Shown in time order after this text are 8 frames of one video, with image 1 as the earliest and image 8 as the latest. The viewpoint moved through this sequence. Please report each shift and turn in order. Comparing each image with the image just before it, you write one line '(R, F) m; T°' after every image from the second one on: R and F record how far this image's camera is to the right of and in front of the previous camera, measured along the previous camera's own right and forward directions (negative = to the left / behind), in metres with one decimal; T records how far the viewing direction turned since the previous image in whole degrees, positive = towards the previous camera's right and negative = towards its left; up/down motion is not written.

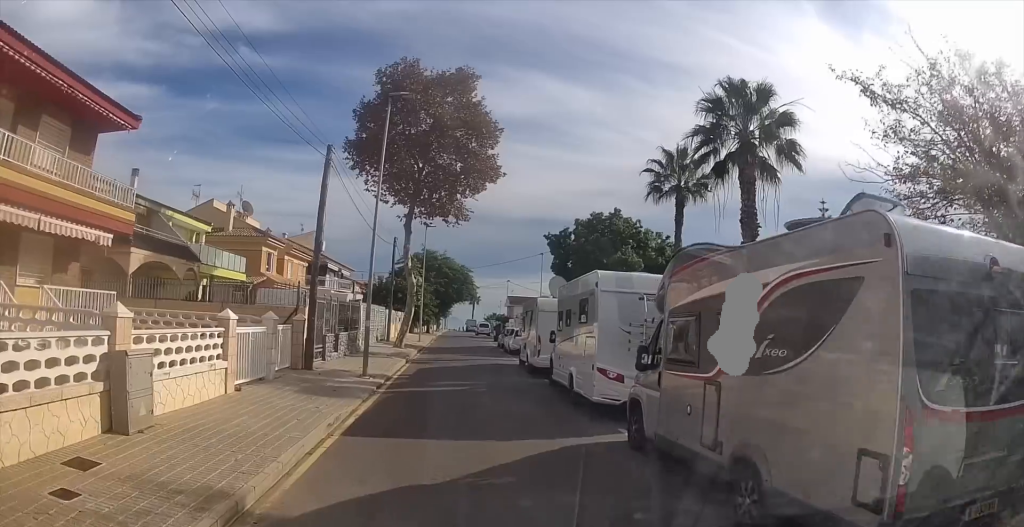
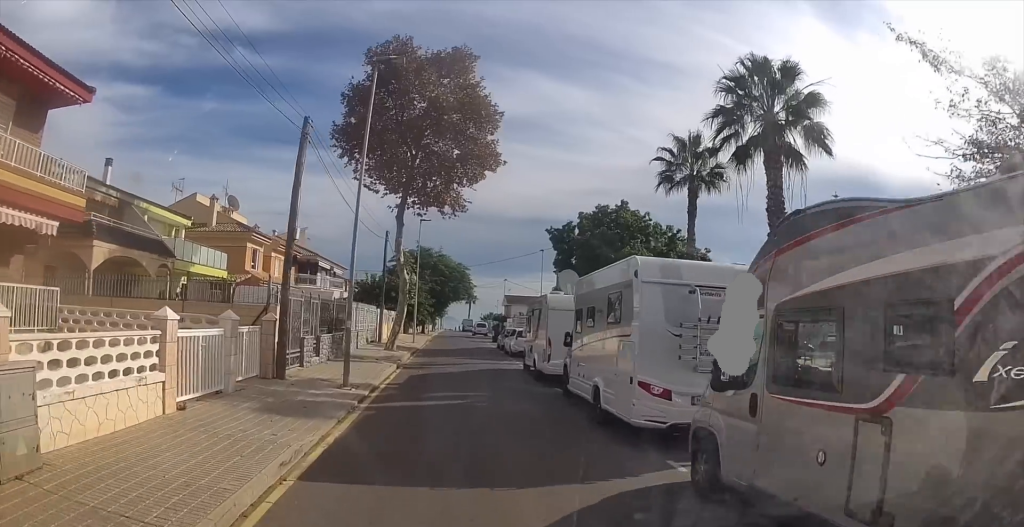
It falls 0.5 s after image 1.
(-0.1, +2.8) m; 0°
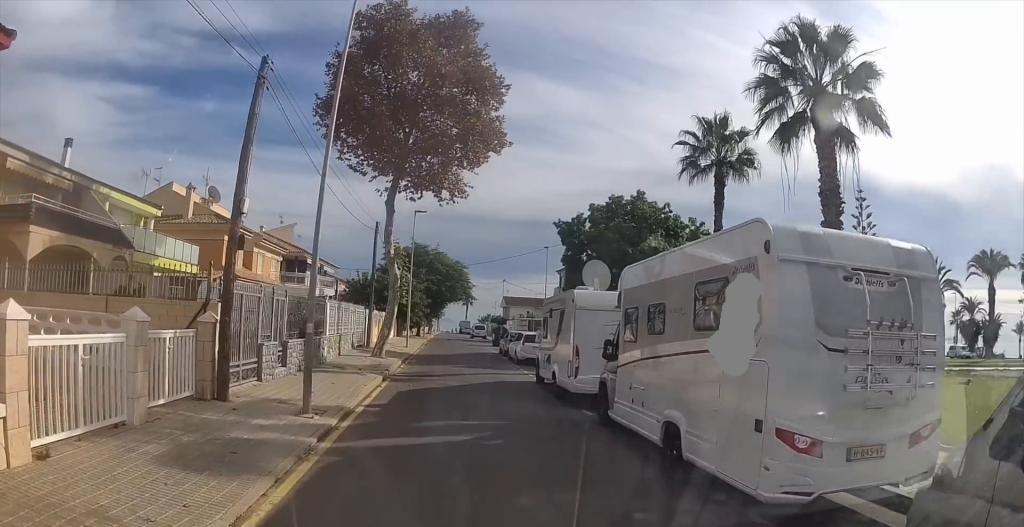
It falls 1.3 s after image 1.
(+0.1, +3.9) m; +1°
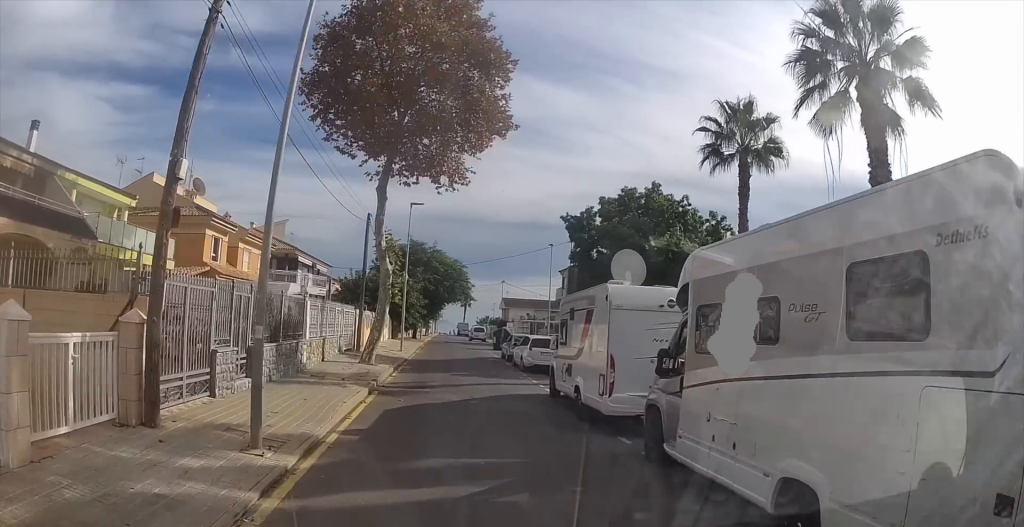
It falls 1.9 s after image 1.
(0.0, +2.9) m; 0°
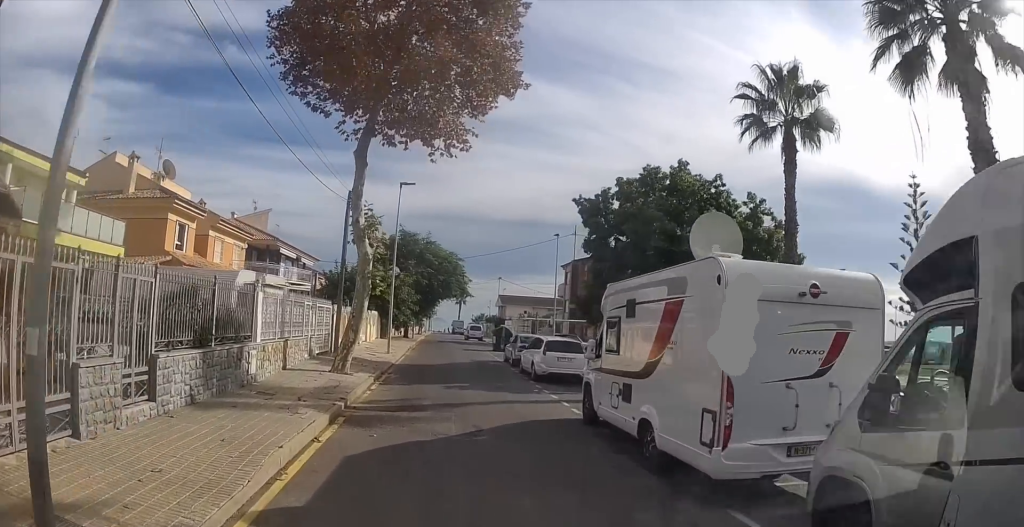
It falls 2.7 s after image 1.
(0.0, +4.4) m; 0°
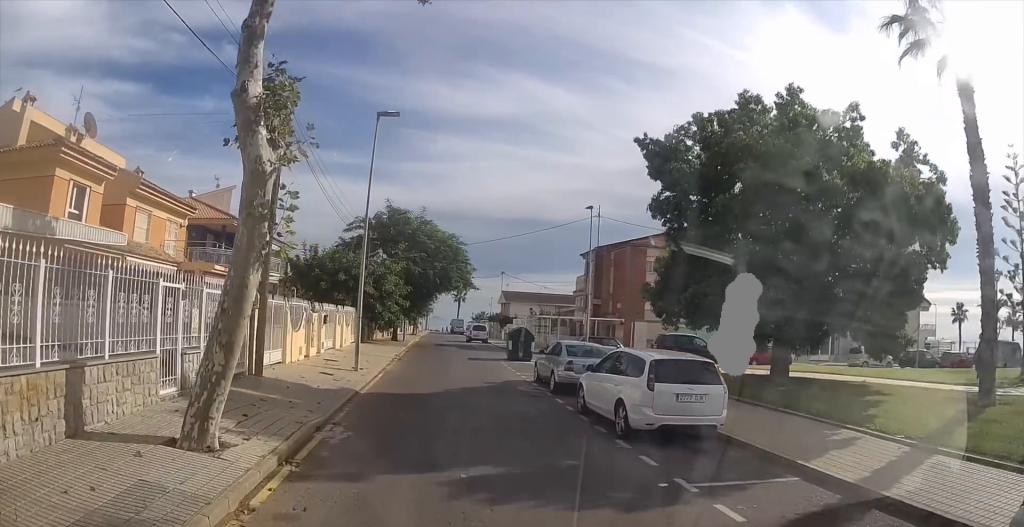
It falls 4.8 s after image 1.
(0.0, +10.1) m; 0°
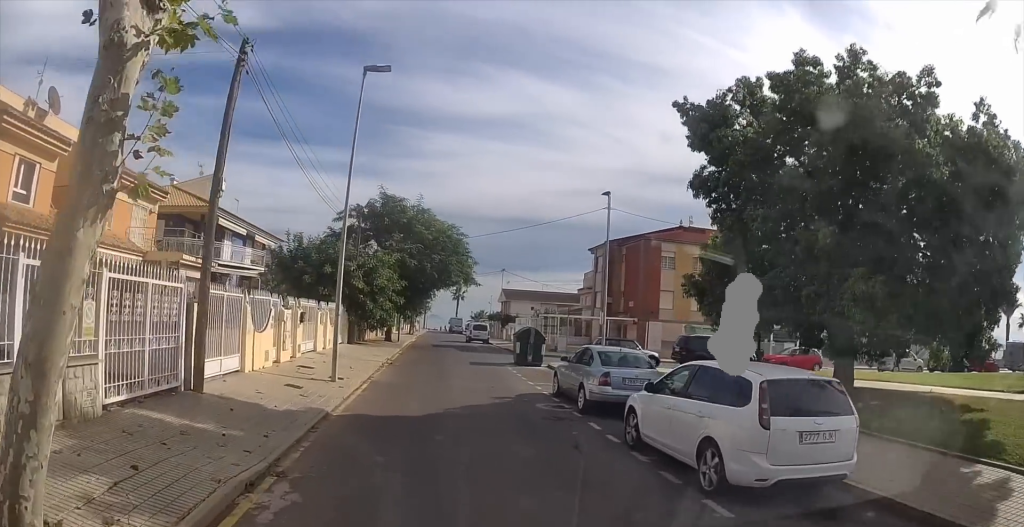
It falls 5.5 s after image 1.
(-0.1, +3.7) m; +3°
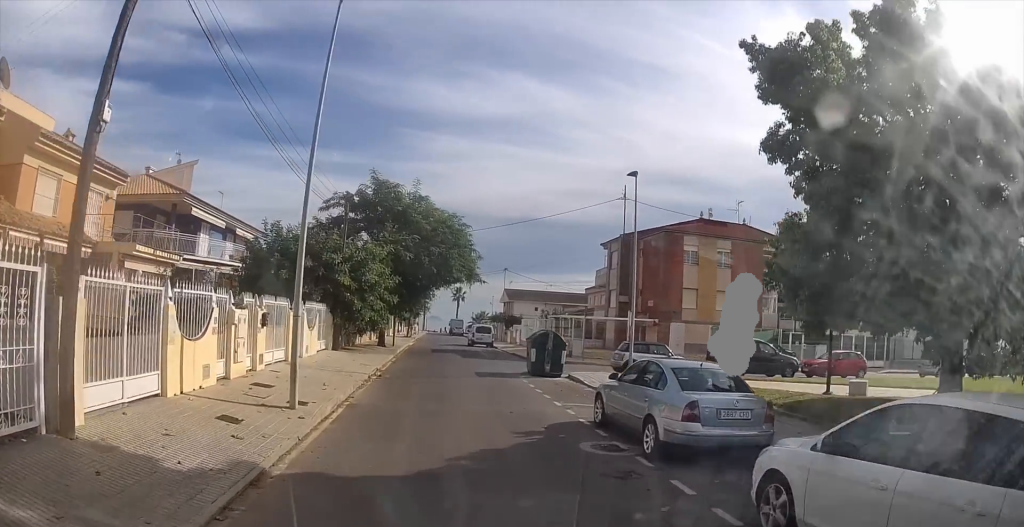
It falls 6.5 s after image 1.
(+0.4, +4.4) m; 0°
